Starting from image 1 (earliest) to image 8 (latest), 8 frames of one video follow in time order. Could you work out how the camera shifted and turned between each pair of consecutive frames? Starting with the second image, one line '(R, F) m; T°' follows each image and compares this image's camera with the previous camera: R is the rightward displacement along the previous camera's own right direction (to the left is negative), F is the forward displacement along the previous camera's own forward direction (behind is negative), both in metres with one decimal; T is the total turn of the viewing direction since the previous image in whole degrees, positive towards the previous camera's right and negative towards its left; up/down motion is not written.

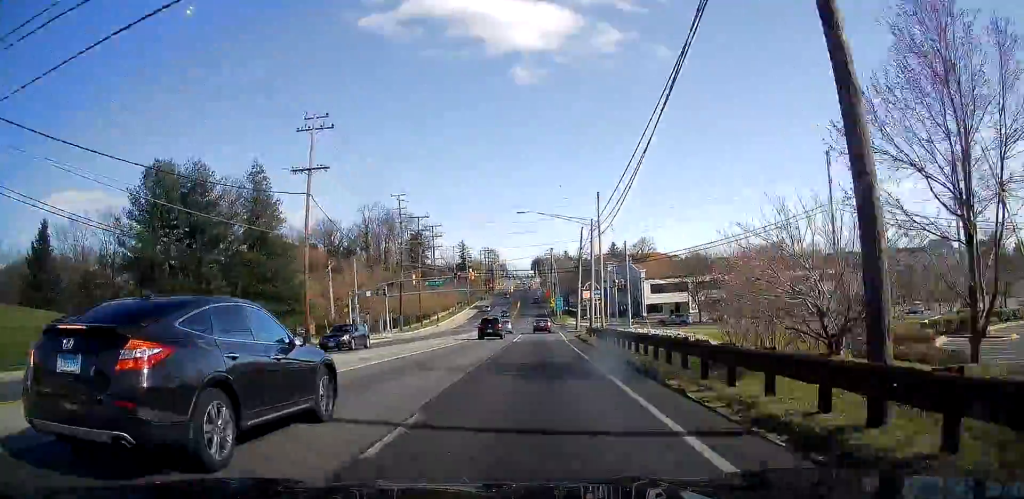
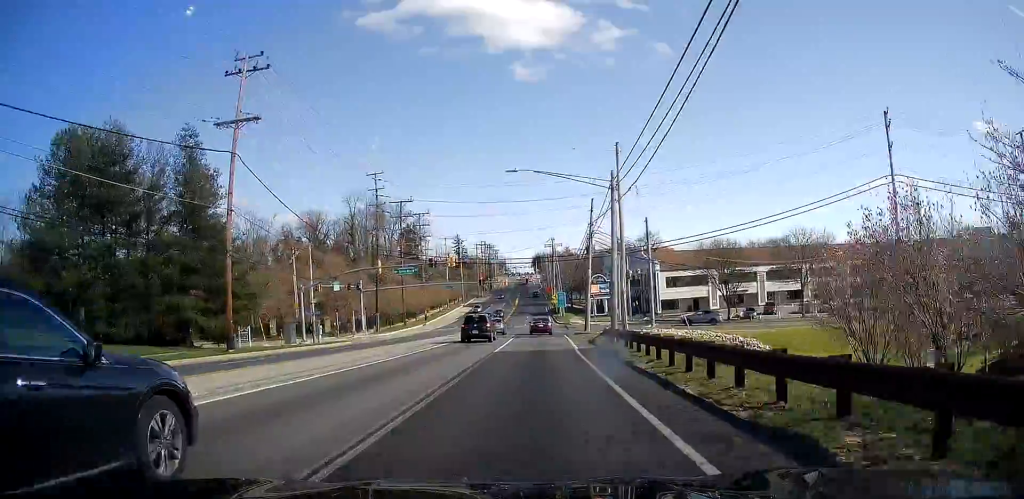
(-0.2, +14.9) m; -1°
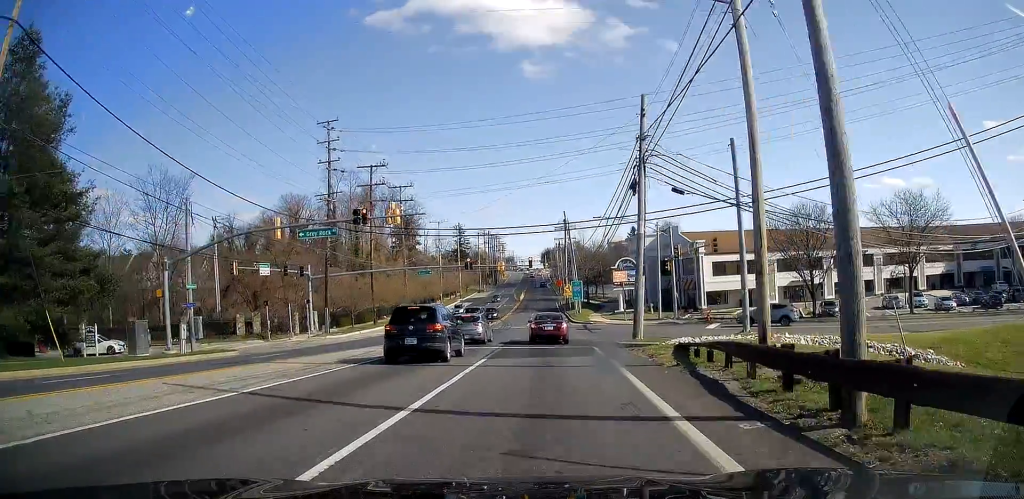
(0.0, +24.2) m; -1°
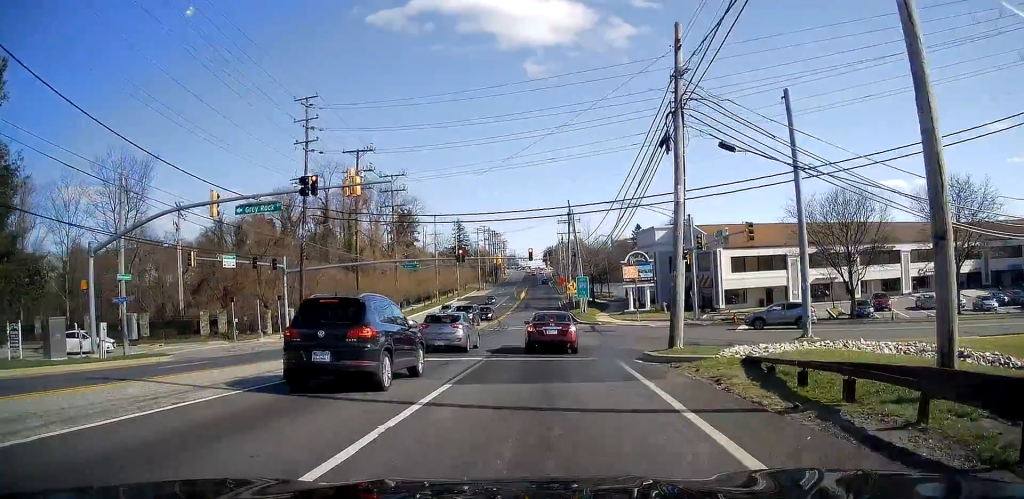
(-0.2, +7.6) m; 0°
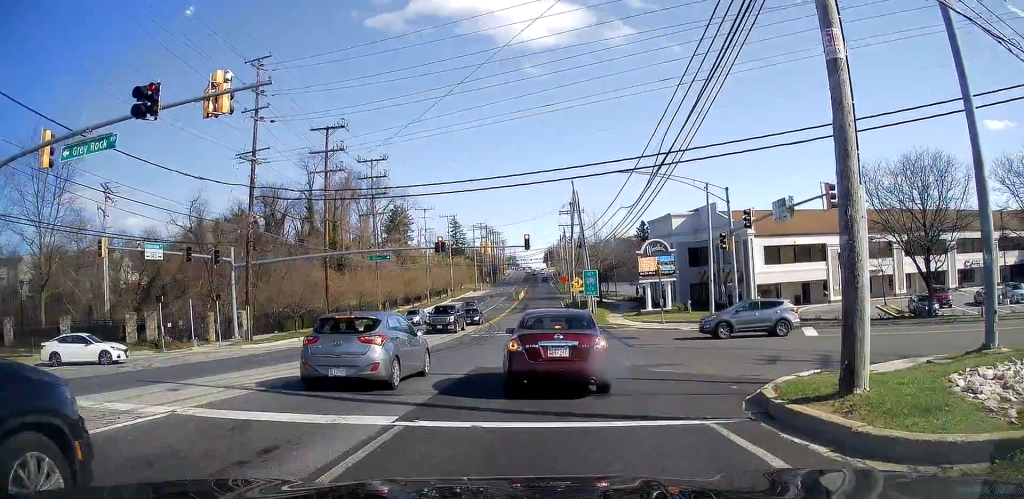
(+0.2, +13.3) m; 0°
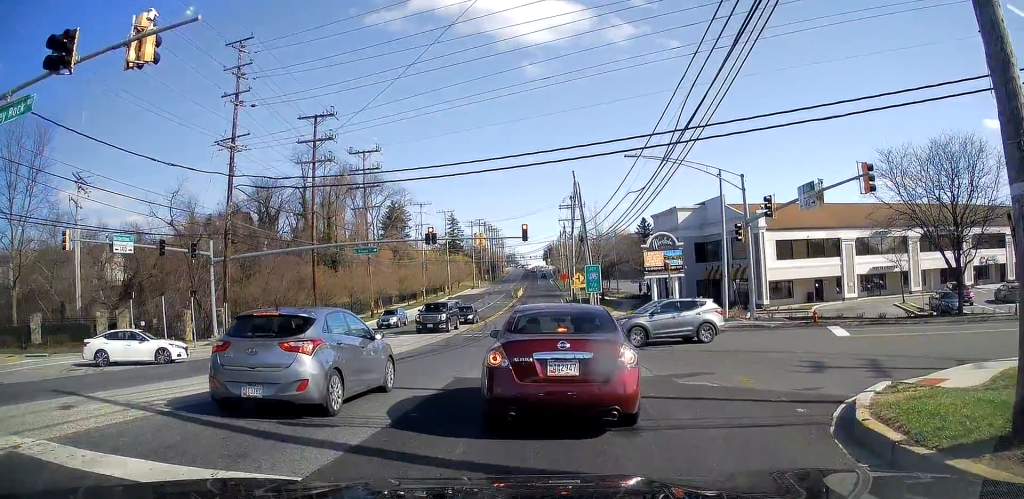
(-0.3, +5.2) m; -3°
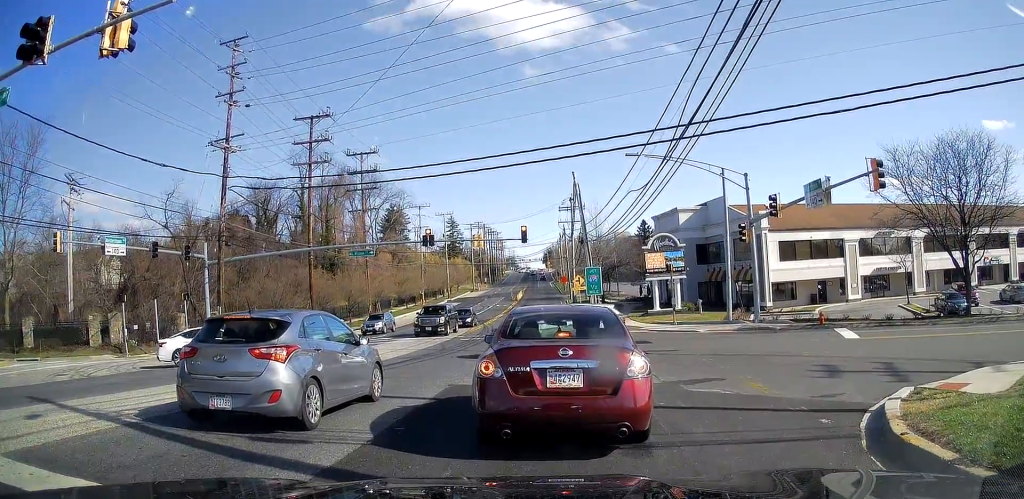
(0.0, +1.5) m; 0°
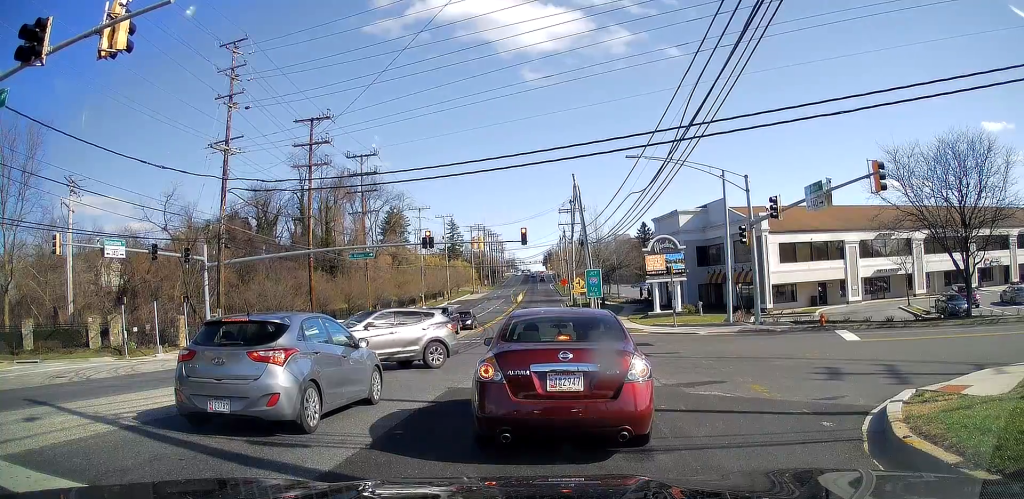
(0.0, +0.2) m; 0°
